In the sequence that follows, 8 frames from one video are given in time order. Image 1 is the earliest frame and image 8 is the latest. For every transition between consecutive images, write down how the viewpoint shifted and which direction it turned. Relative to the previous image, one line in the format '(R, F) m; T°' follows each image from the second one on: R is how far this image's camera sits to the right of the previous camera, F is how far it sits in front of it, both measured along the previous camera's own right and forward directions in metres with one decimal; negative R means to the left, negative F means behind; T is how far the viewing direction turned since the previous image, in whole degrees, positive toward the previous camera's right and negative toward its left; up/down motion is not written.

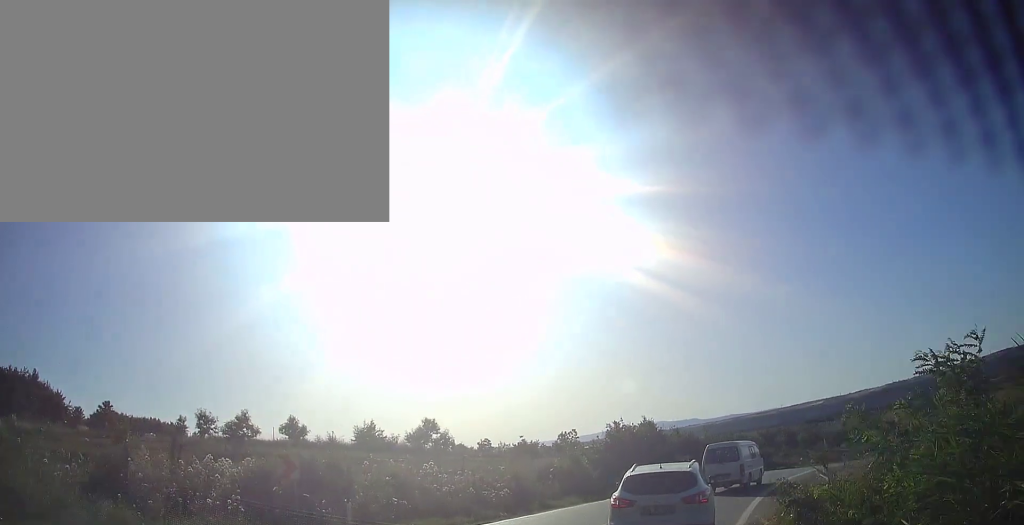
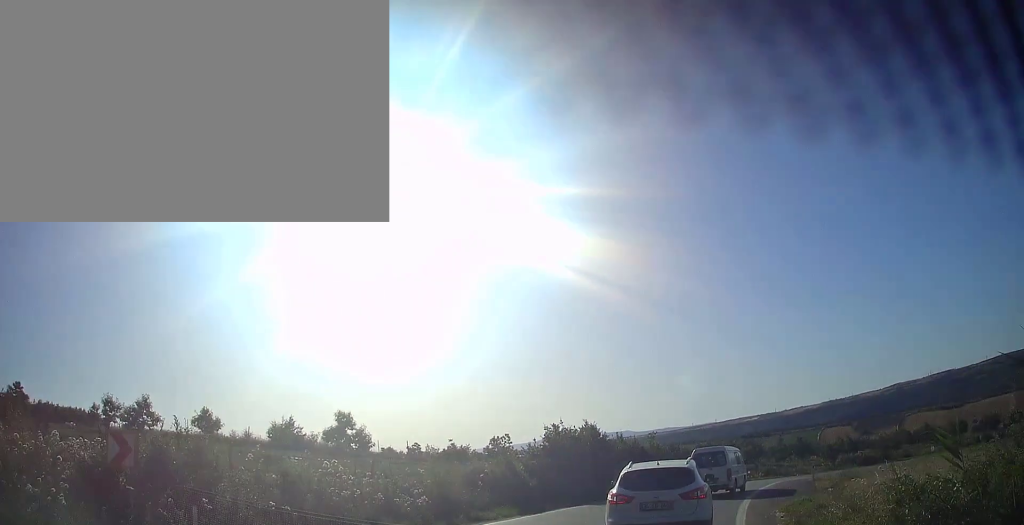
(-0.1, +4.0) m; +5°
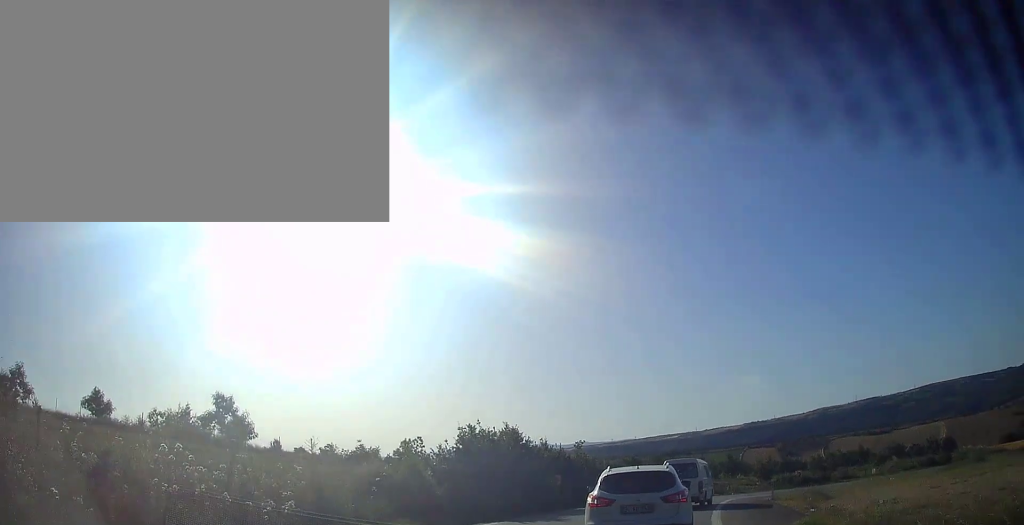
(+0.5, +4.8) m; +7°
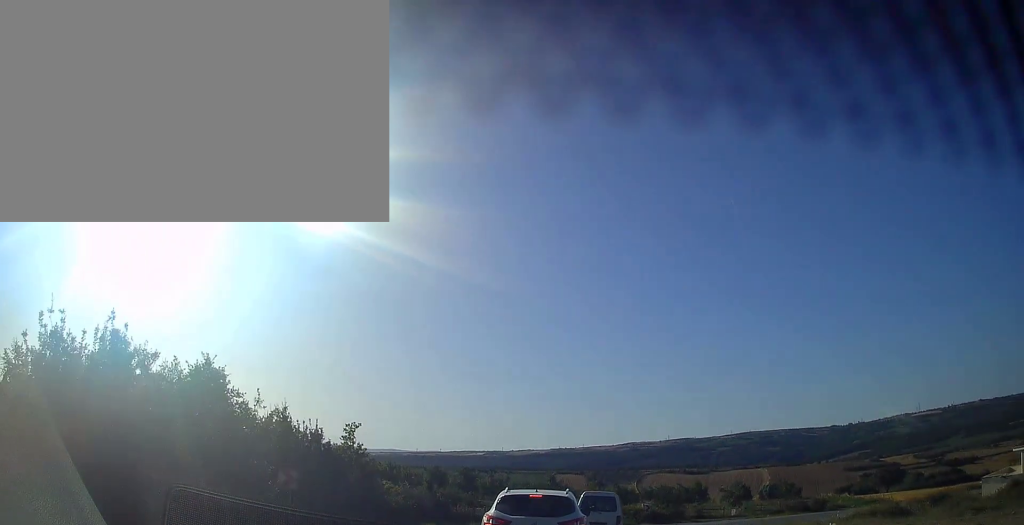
(+3.0, +14.9) m; +20°
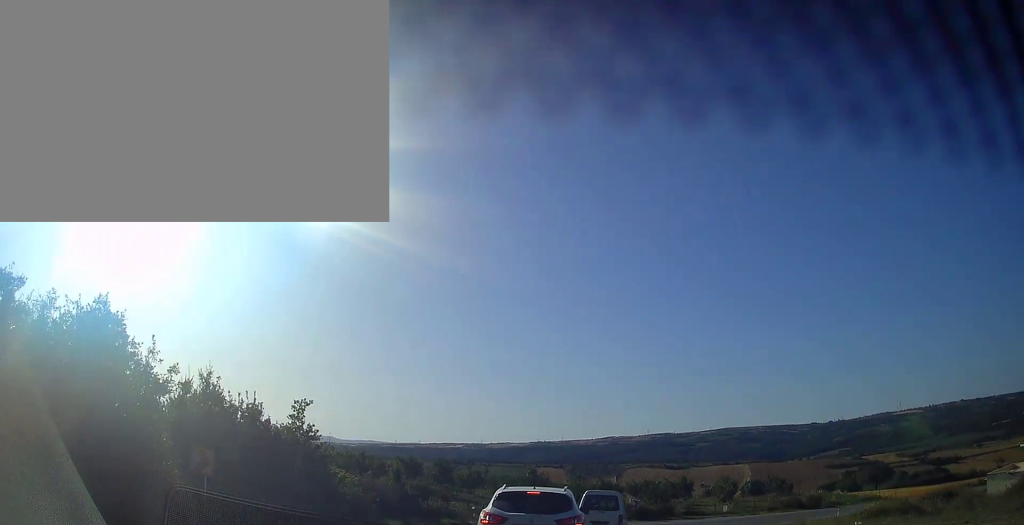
(+0.1, +4.4) m; +4°
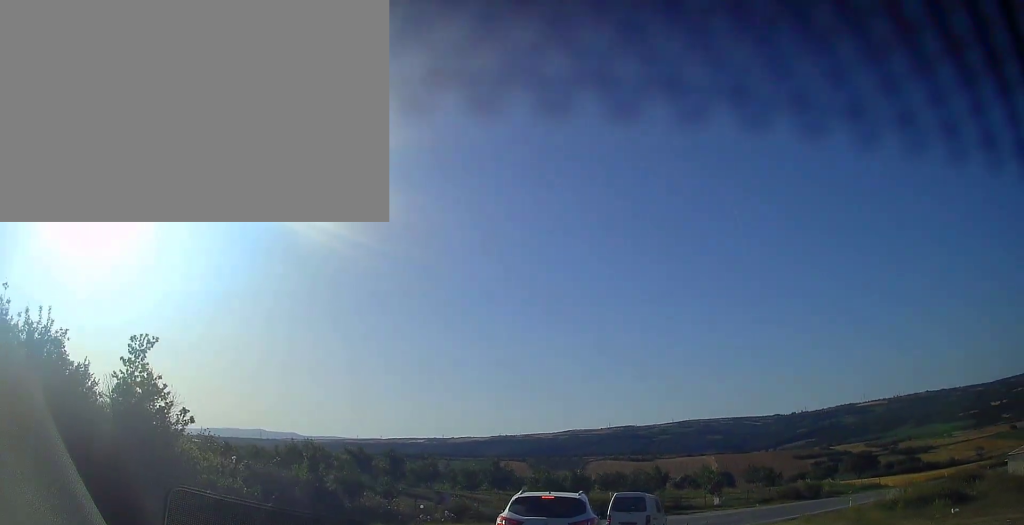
(+0.5, +8.5) m; +6°
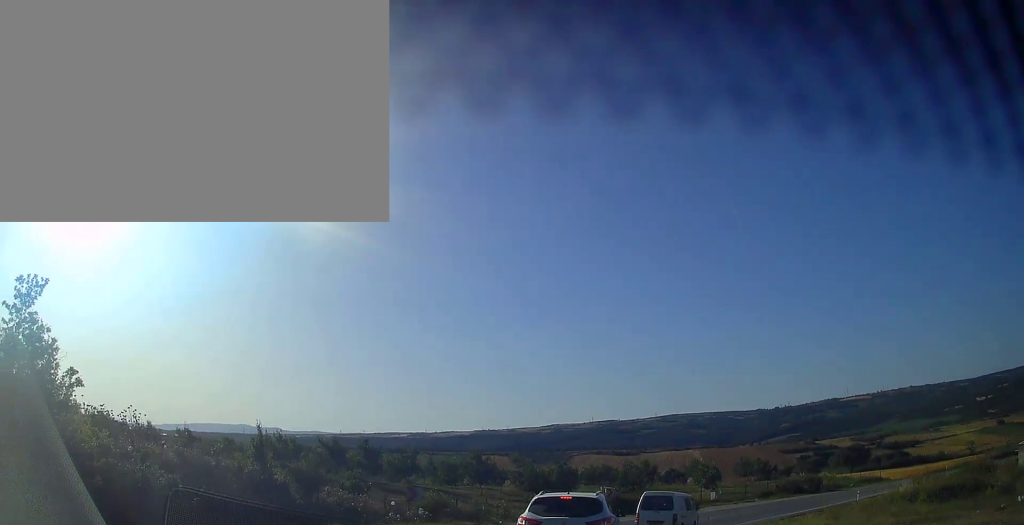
(+0.1, +4.2) m; +2°
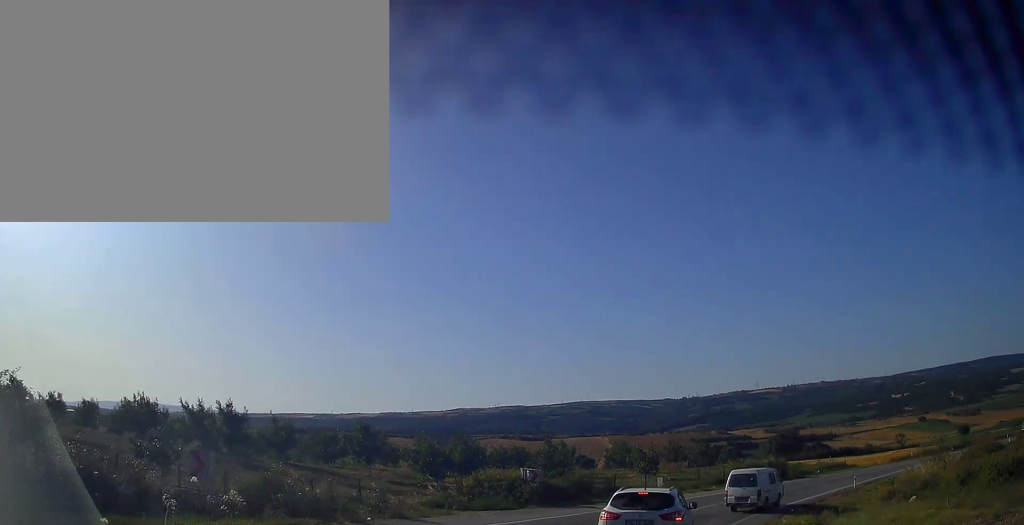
(+0.6, +12.2) m; +8°
